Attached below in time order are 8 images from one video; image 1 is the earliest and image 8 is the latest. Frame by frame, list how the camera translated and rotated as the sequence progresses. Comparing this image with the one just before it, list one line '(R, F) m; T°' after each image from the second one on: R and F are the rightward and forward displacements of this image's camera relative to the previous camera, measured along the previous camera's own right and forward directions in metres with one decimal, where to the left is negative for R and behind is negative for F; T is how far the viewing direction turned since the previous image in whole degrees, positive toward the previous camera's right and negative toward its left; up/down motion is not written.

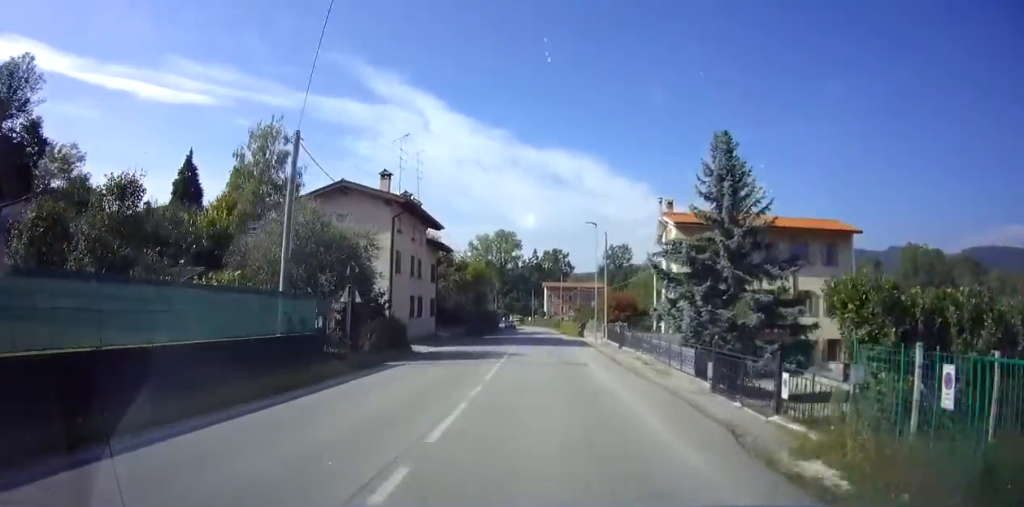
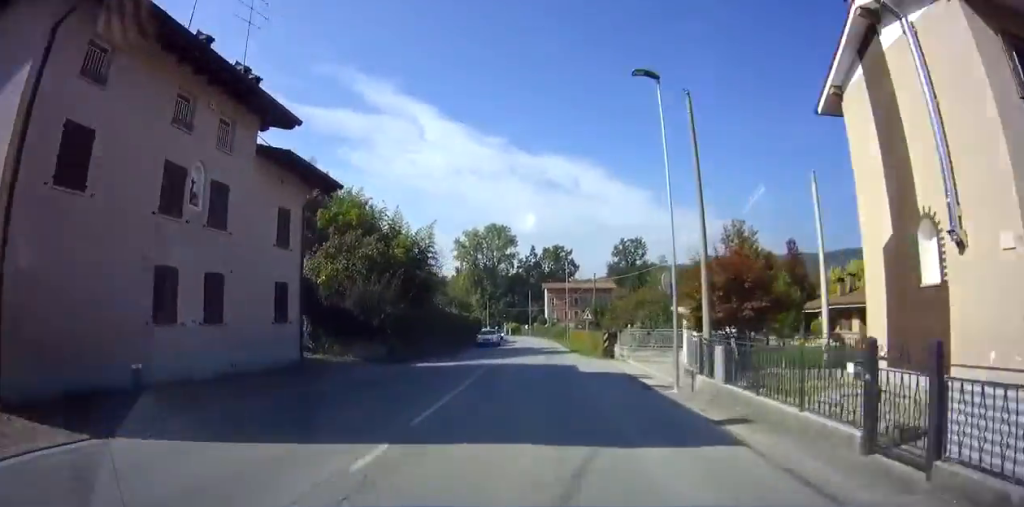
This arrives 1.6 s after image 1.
(+0.1, +23.2) m; +1°
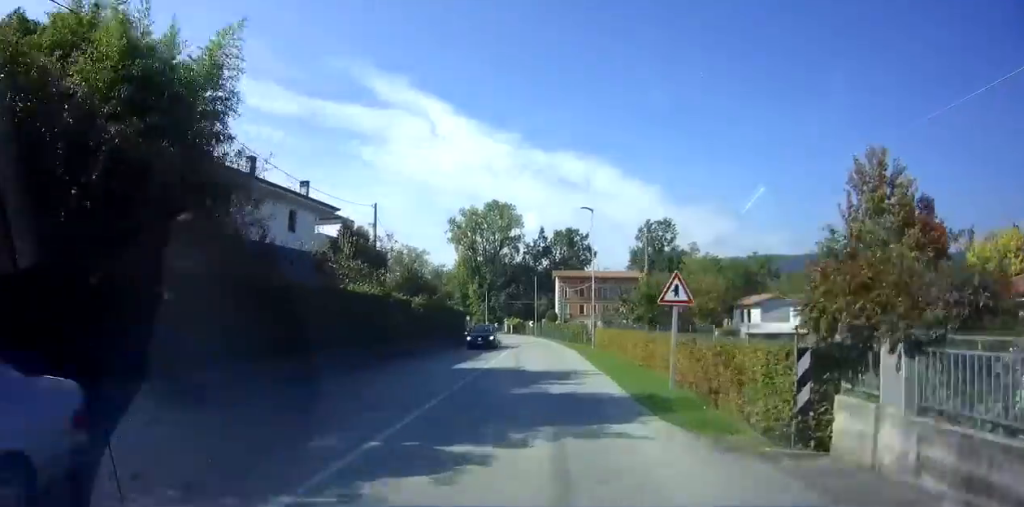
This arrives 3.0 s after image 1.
(+0.3, +21.3) m; 0°
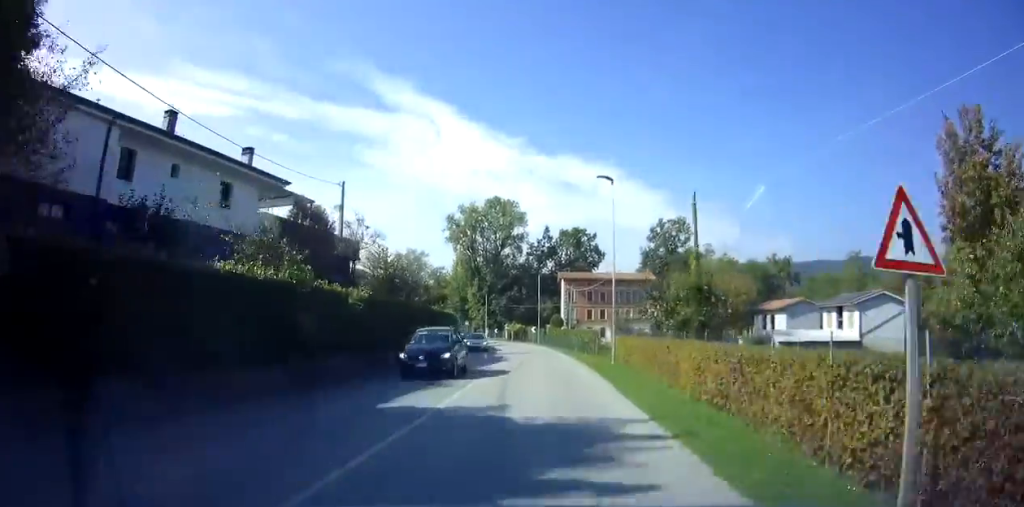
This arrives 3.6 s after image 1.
(0.0, +7.9) m; -1°
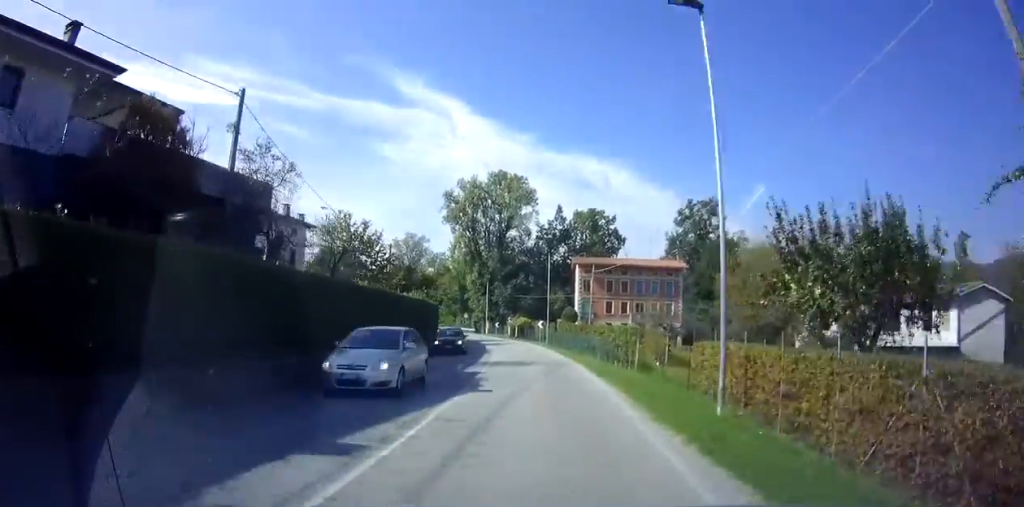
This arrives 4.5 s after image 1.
(-0.3, +13.9) m; -2°
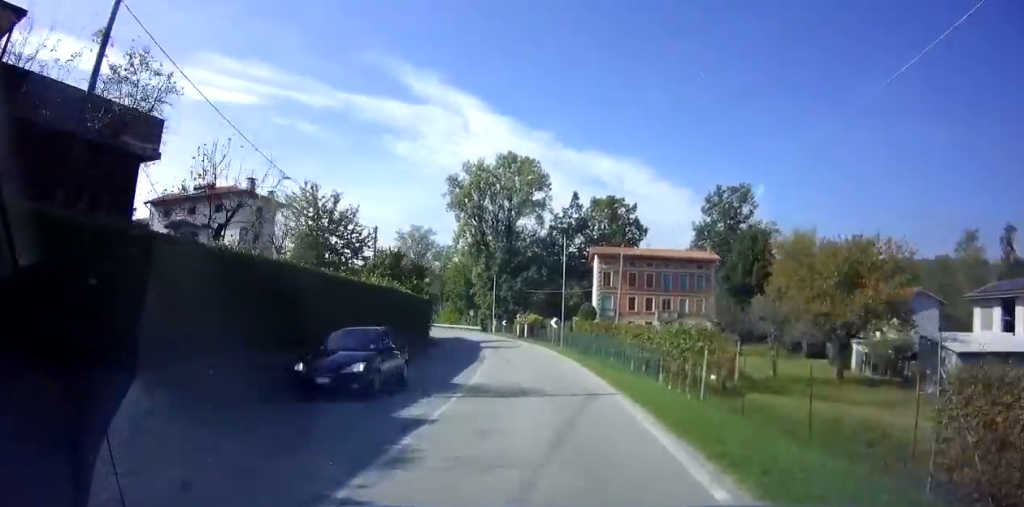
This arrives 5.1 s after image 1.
(-0.1, +9.4) m; 0°
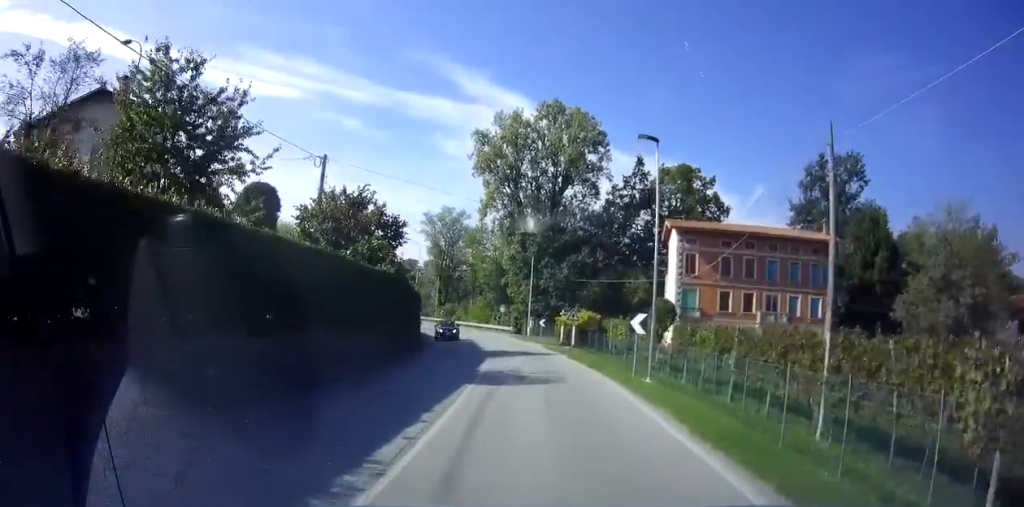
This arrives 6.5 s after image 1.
(-0.1, +19.7) m; -3°
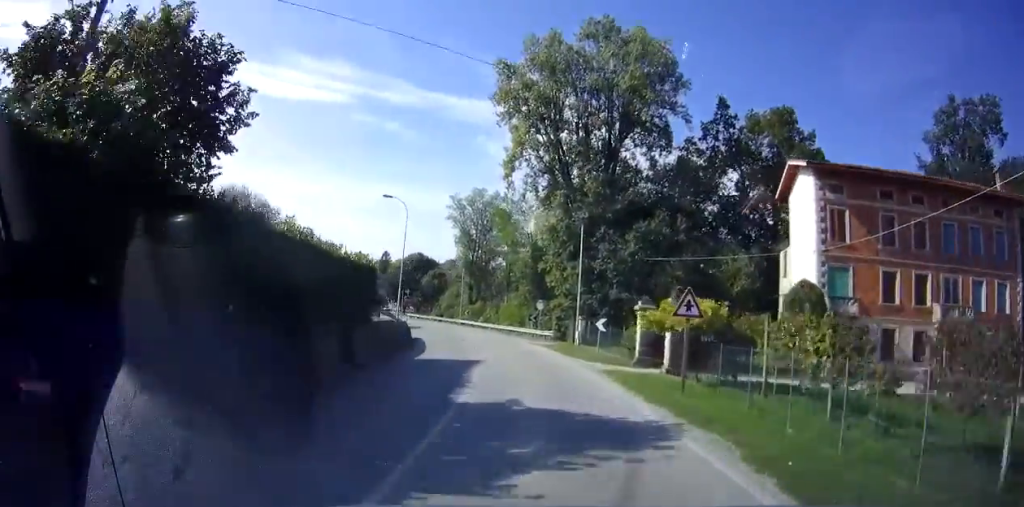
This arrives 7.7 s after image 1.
(-1.0, +18.1) m; -6°
